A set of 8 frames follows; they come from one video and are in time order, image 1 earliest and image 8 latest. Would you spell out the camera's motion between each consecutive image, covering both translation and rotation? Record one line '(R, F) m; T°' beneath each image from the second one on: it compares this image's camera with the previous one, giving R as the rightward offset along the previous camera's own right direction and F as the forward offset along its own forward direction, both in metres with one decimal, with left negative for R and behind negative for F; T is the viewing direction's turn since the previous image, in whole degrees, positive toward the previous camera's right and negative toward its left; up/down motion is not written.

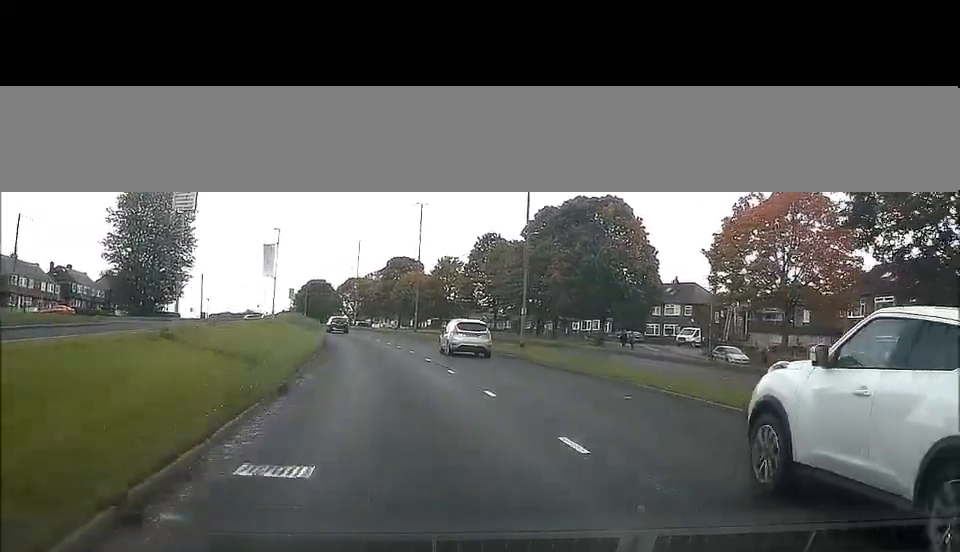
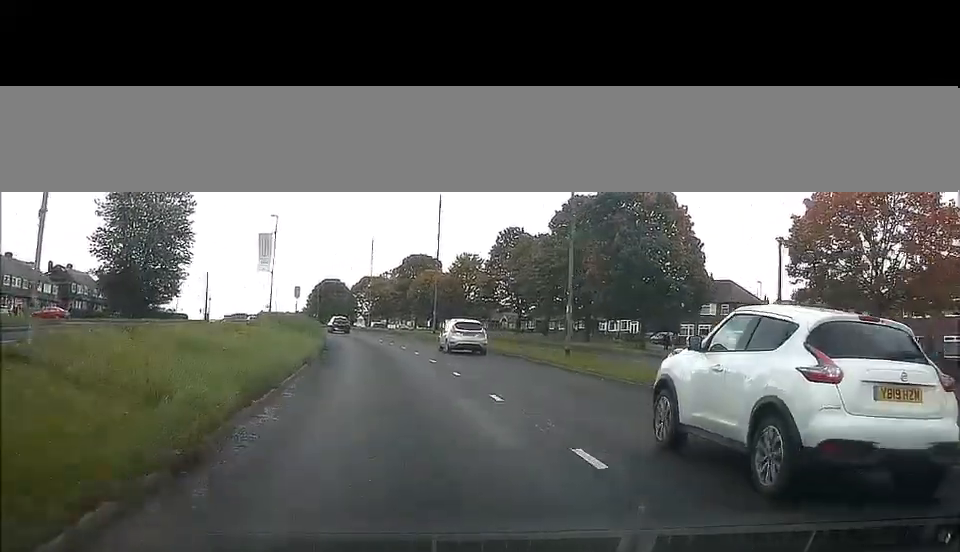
(0.0, +7.0) m; -1°
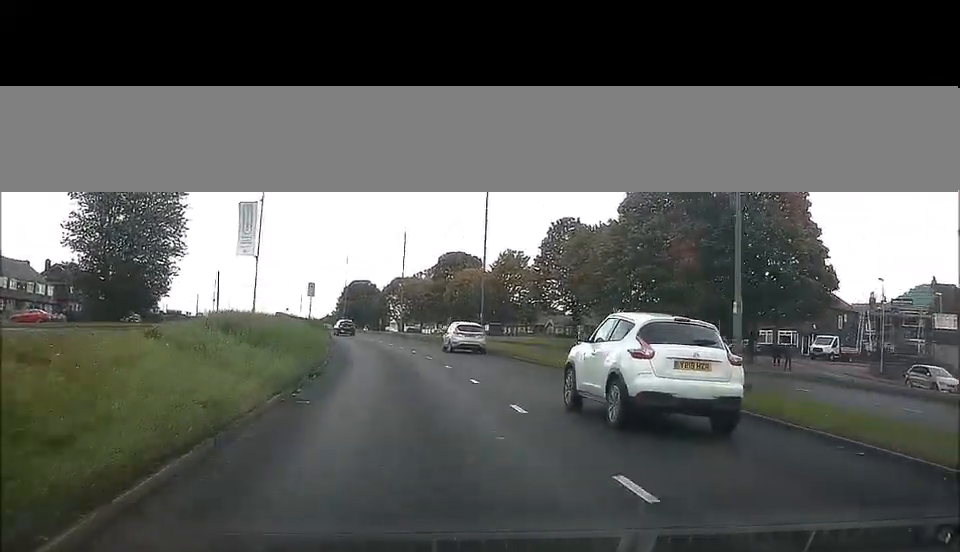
(-0.3, +13.5) m; -2°
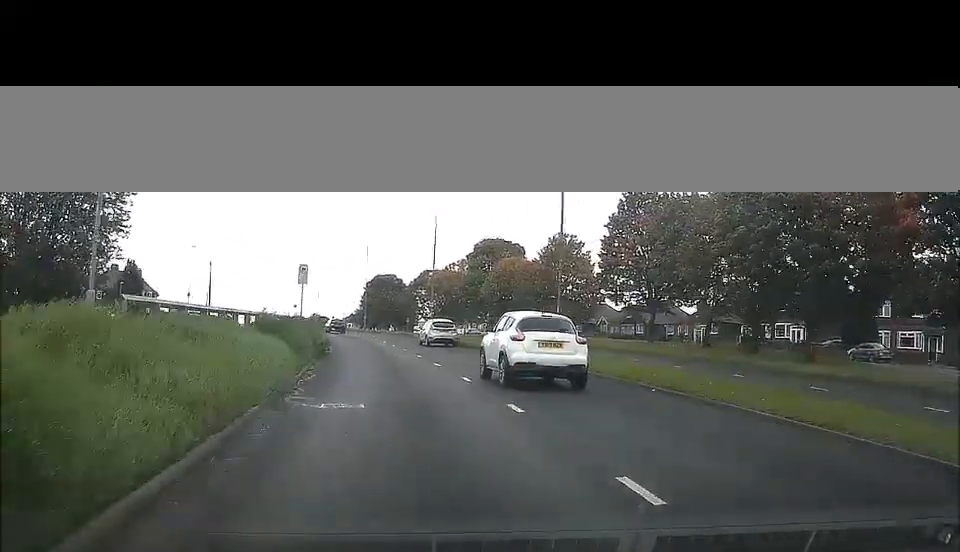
(-0.3, +18.5) m; -2°
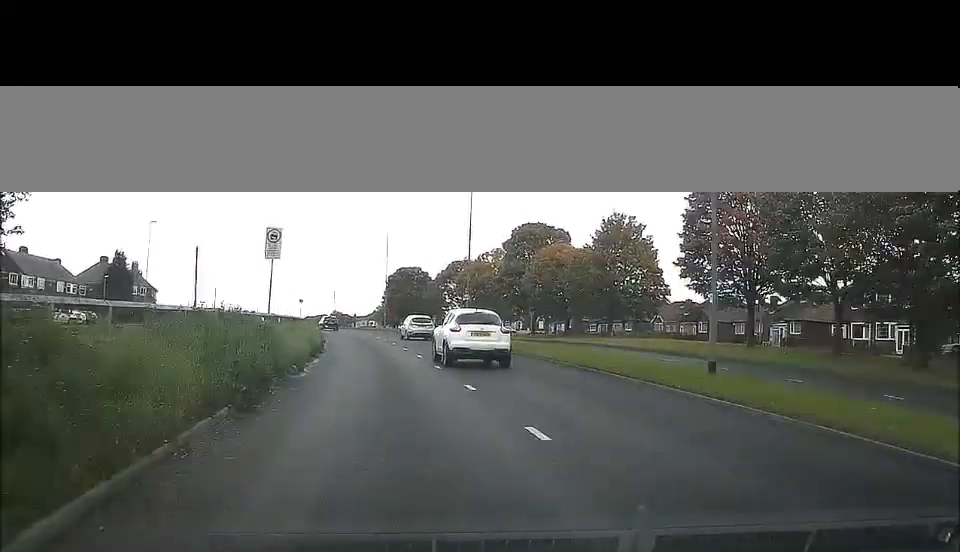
(-0.2, +15.5) m; -1°
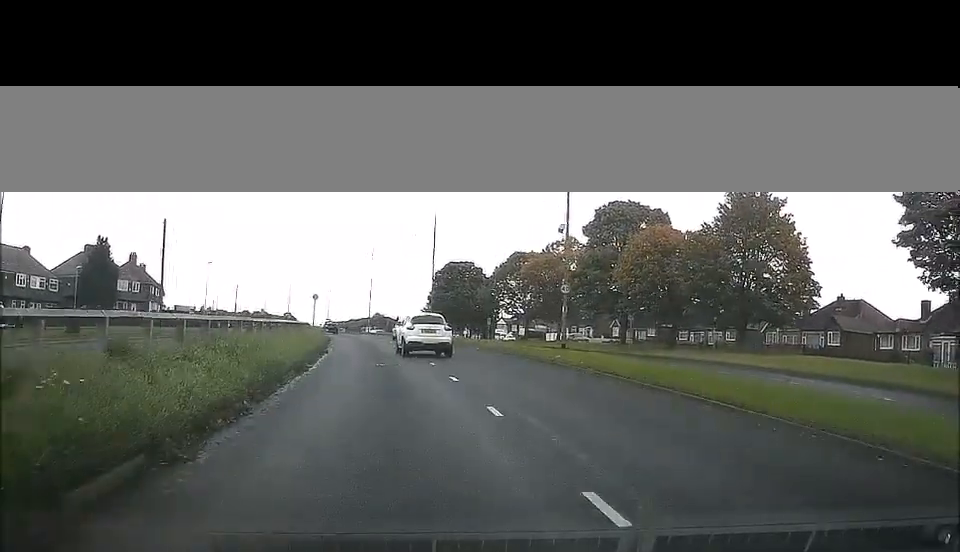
(-0.4, +21.6) m; -3°
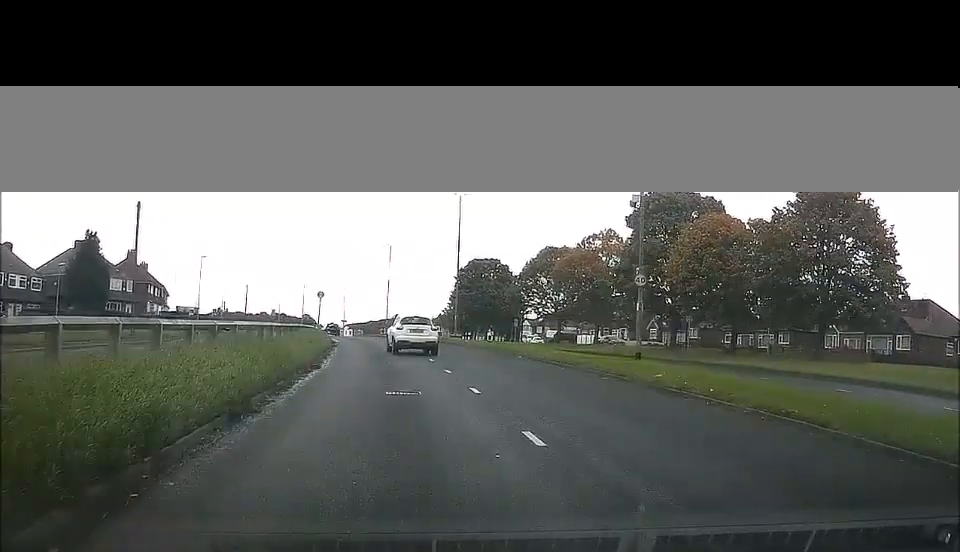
(-0.1, +8.7) m; -2°
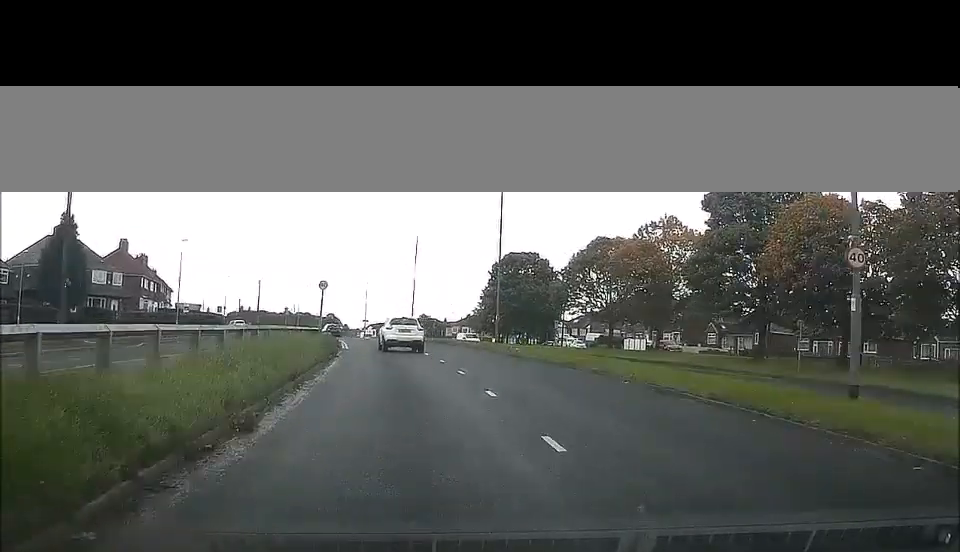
(-0.2, +12.1) m; -2°
